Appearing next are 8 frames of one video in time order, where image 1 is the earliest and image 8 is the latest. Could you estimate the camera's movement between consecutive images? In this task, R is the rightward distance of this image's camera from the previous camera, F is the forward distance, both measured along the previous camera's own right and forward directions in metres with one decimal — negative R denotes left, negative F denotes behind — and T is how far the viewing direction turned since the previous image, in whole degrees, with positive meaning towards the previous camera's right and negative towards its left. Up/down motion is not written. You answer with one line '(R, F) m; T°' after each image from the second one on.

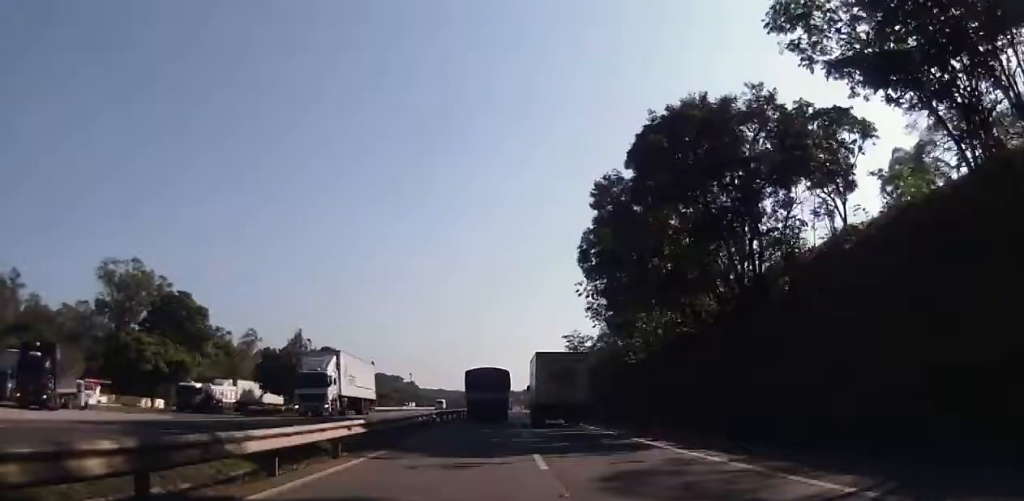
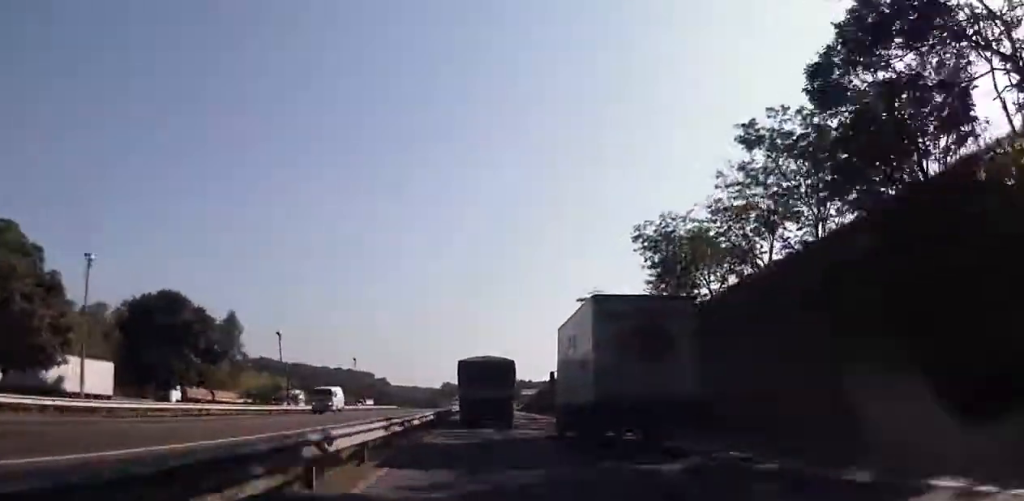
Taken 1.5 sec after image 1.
(+0.3, +46.3) m; 0°
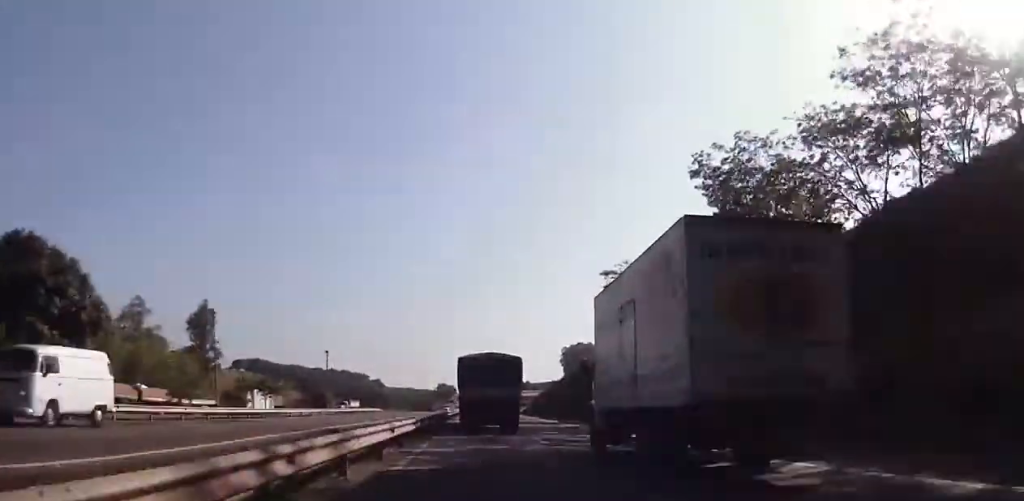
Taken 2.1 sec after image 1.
(-0.3, +18.8) m; +1°
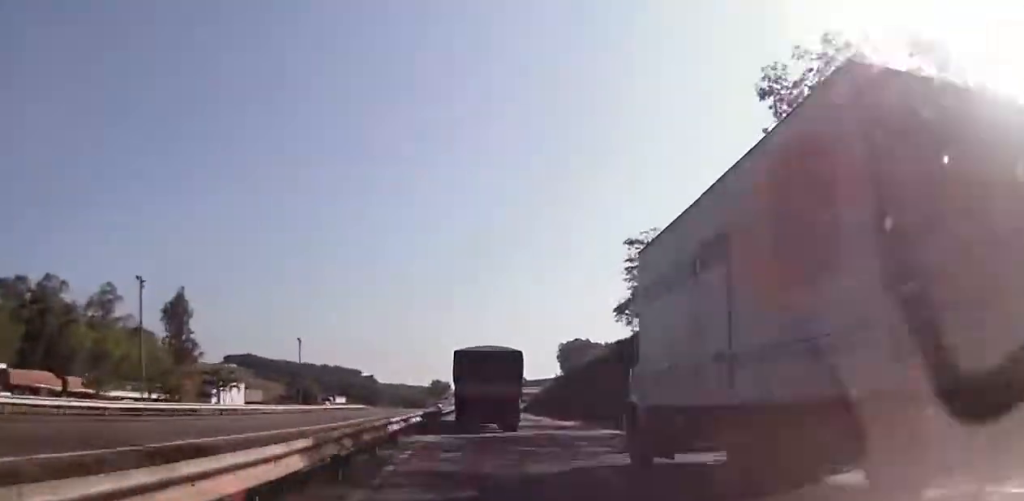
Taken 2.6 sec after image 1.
(-0.3, +12.8) m; 0°
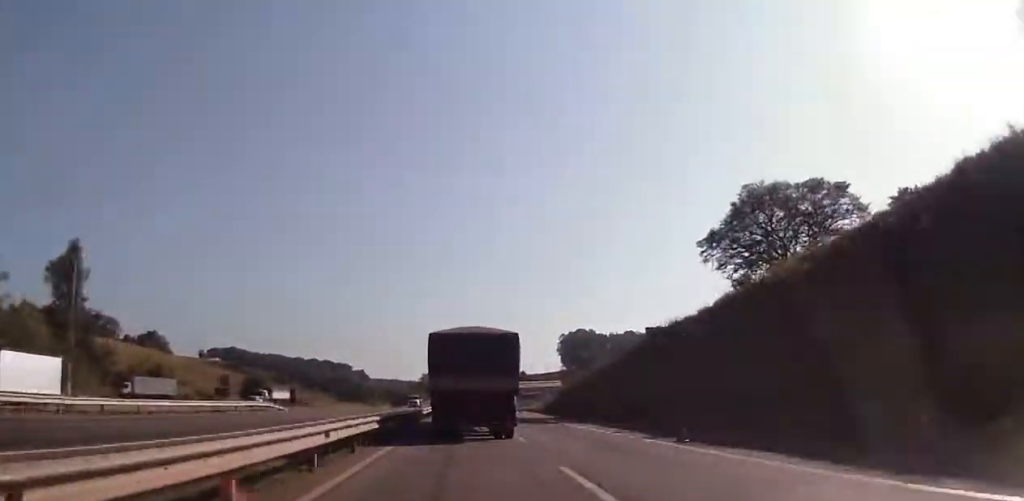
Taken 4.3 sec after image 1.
(+1.0, +48.3) m; +1°
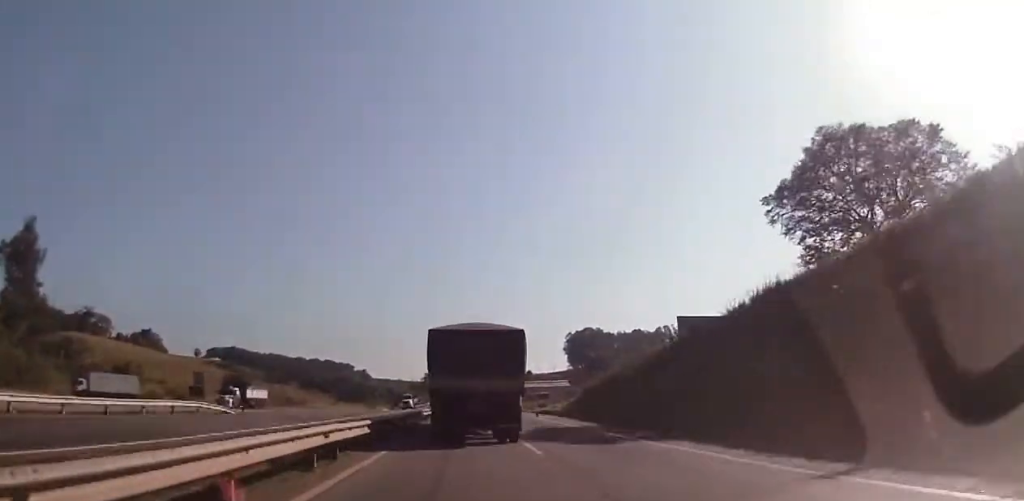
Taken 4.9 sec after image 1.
(0.0, +16.4) m; 0°
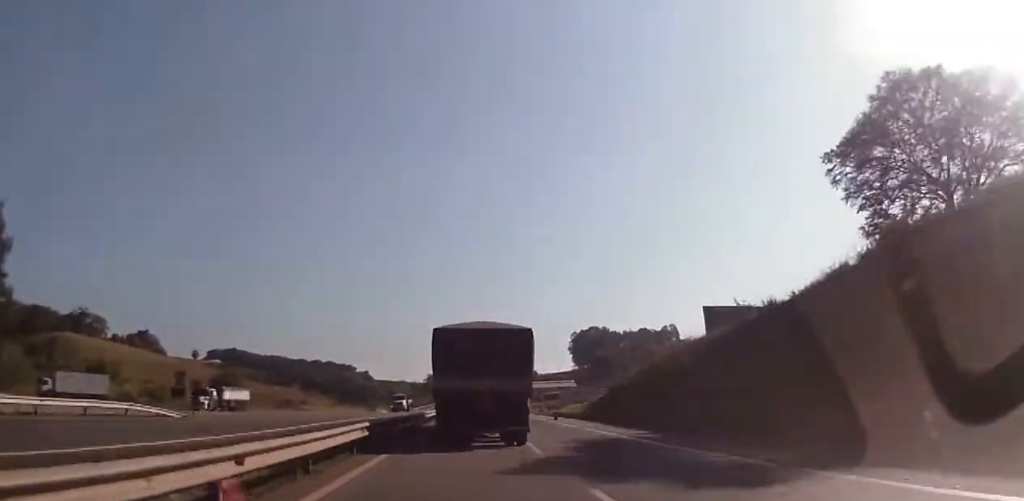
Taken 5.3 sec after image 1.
(0.0, +10.8) m; 0°
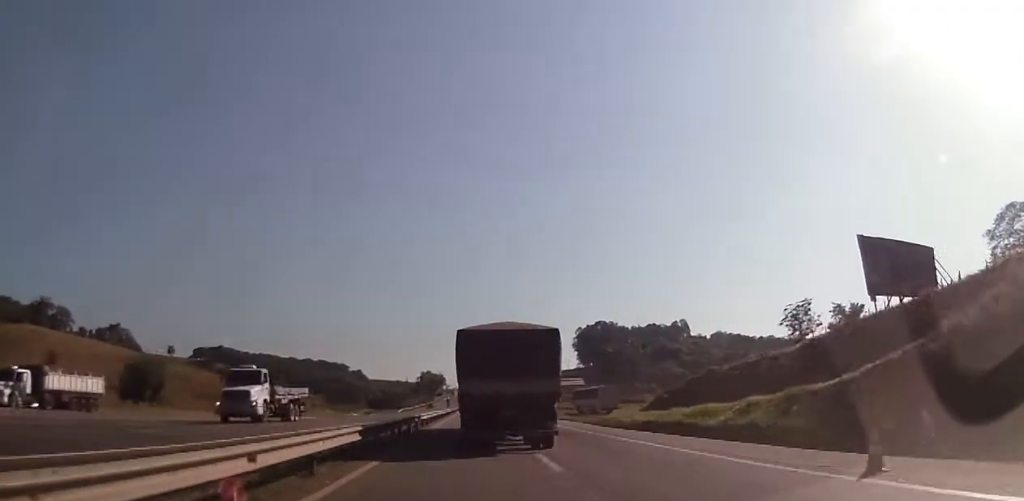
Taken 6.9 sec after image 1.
(+0.1, +40.9) m; -1°
